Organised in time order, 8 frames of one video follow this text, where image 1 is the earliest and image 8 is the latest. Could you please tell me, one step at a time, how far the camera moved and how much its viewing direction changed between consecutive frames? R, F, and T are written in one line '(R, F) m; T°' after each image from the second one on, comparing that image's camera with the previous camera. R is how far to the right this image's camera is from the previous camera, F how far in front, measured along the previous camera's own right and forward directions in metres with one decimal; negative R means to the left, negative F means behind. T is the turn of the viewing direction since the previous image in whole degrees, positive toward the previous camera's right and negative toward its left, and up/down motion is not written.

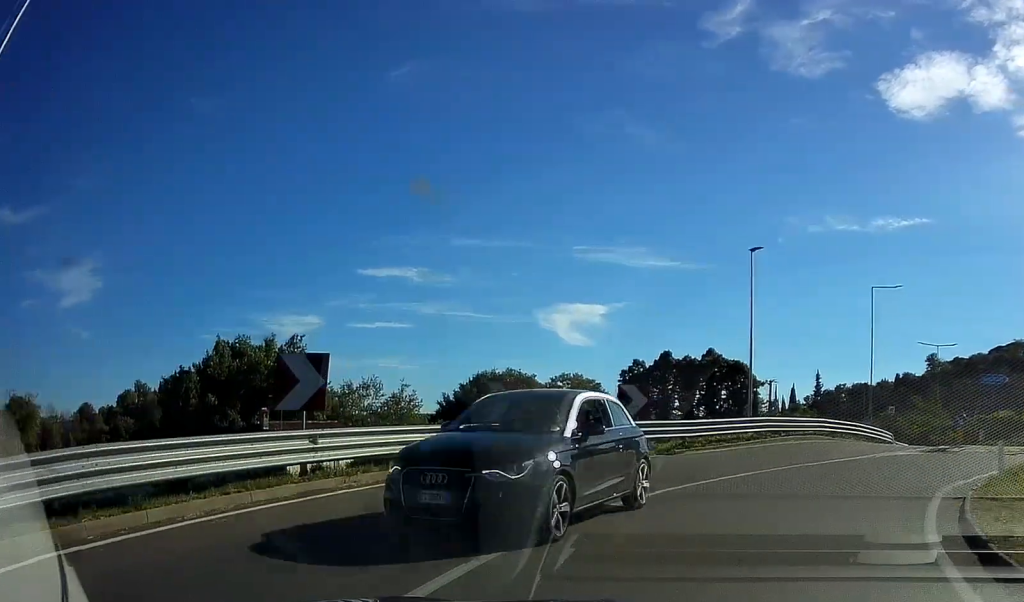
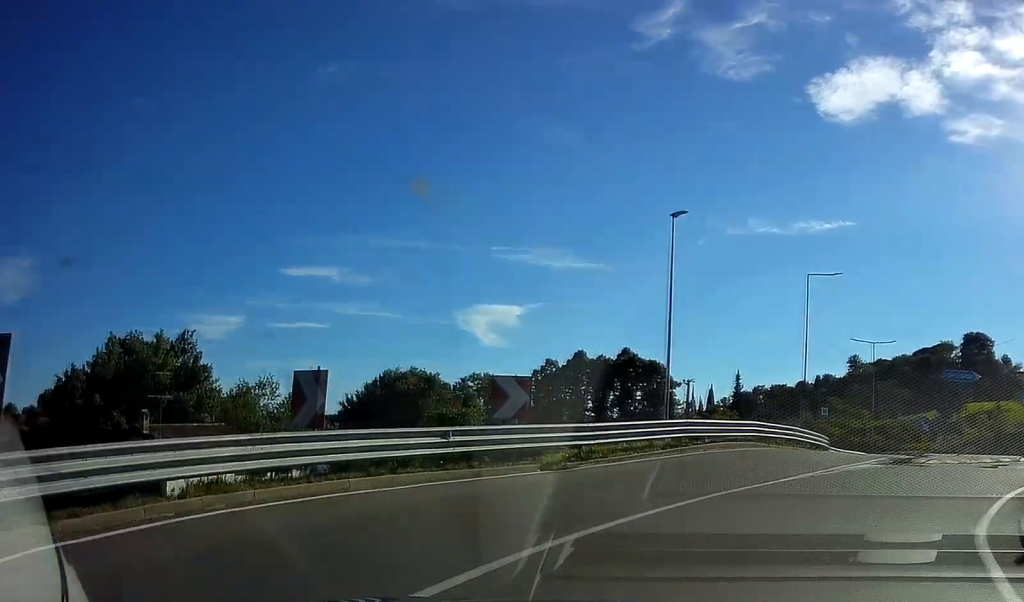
(+0.4, +5.4) m; +9°
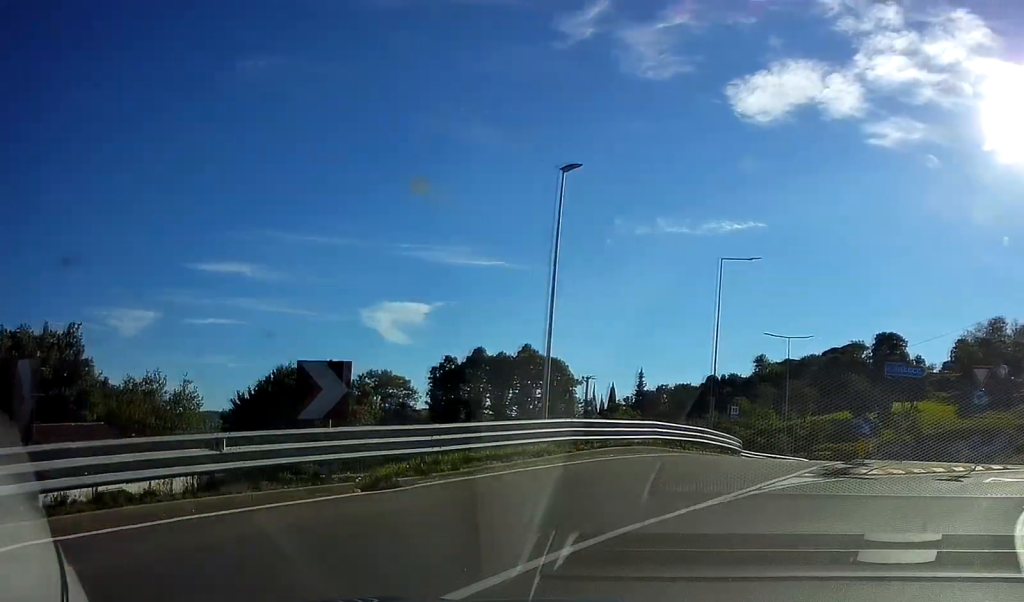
(-0.2, +4.7) m; +9°
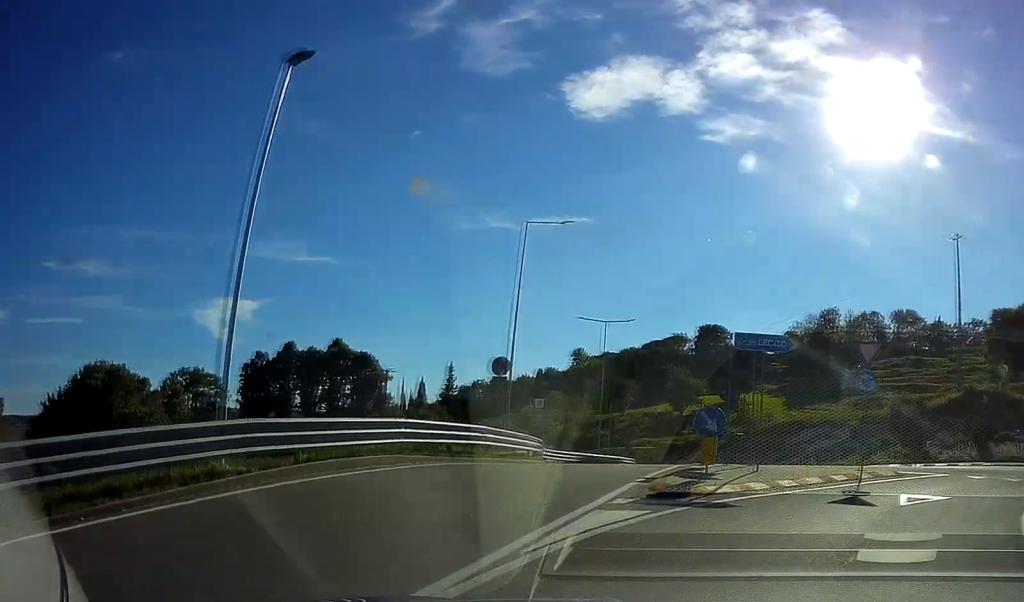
(+1.5, +6.5) m; +17°
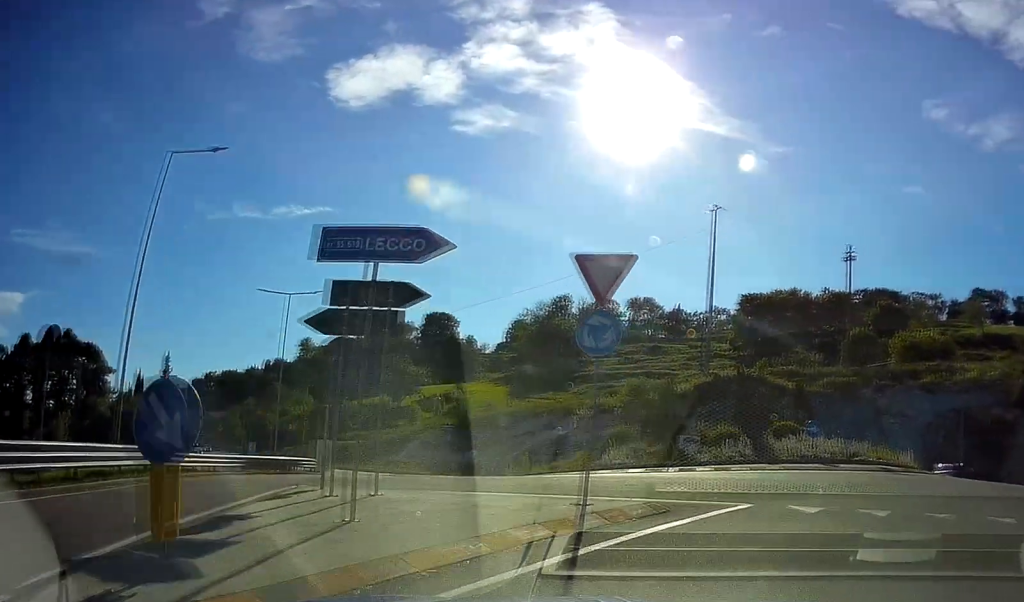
(+1.9, +9.3) m; +20°
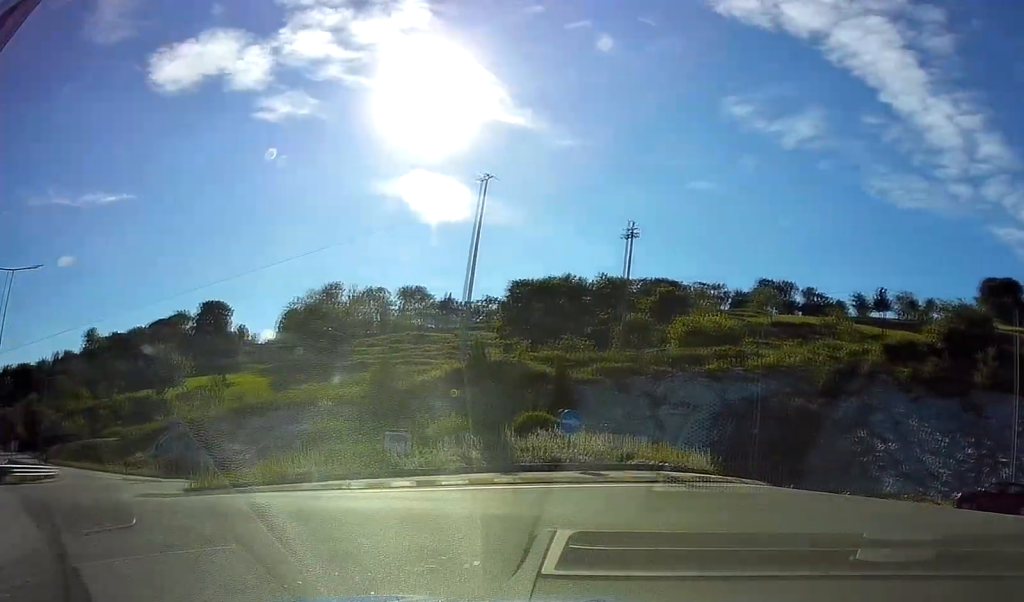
(+0.9, +7.1) m; +18°
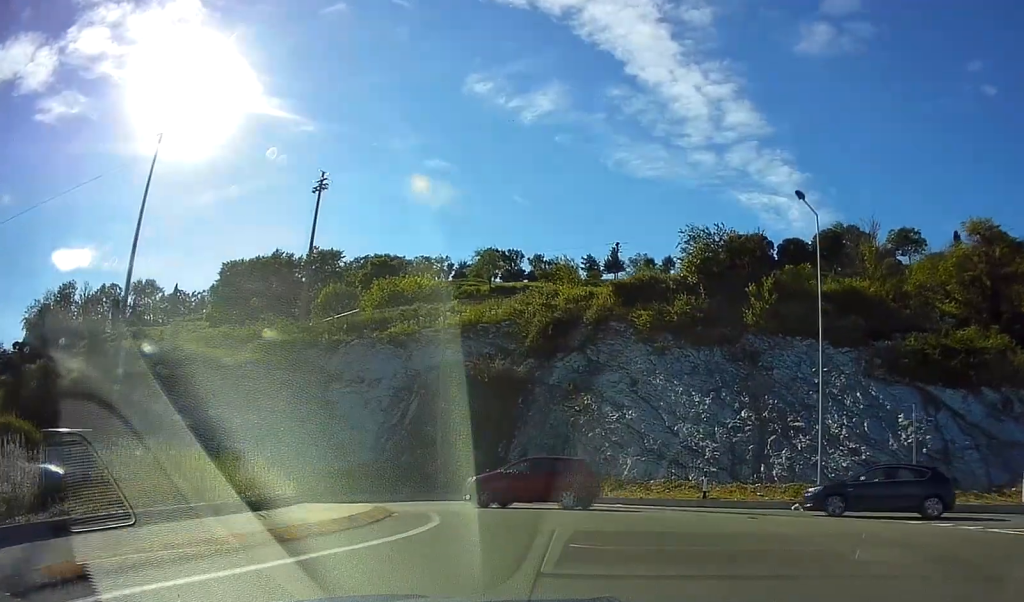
(+2.8, +10.6) m; +19°
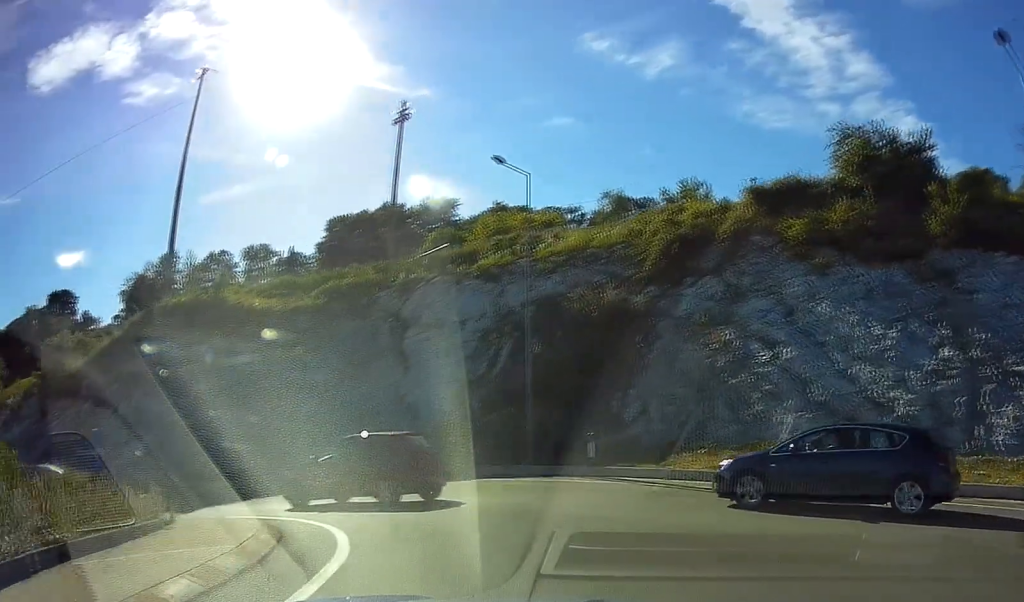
(-0.3, +7.9) m; -11°
